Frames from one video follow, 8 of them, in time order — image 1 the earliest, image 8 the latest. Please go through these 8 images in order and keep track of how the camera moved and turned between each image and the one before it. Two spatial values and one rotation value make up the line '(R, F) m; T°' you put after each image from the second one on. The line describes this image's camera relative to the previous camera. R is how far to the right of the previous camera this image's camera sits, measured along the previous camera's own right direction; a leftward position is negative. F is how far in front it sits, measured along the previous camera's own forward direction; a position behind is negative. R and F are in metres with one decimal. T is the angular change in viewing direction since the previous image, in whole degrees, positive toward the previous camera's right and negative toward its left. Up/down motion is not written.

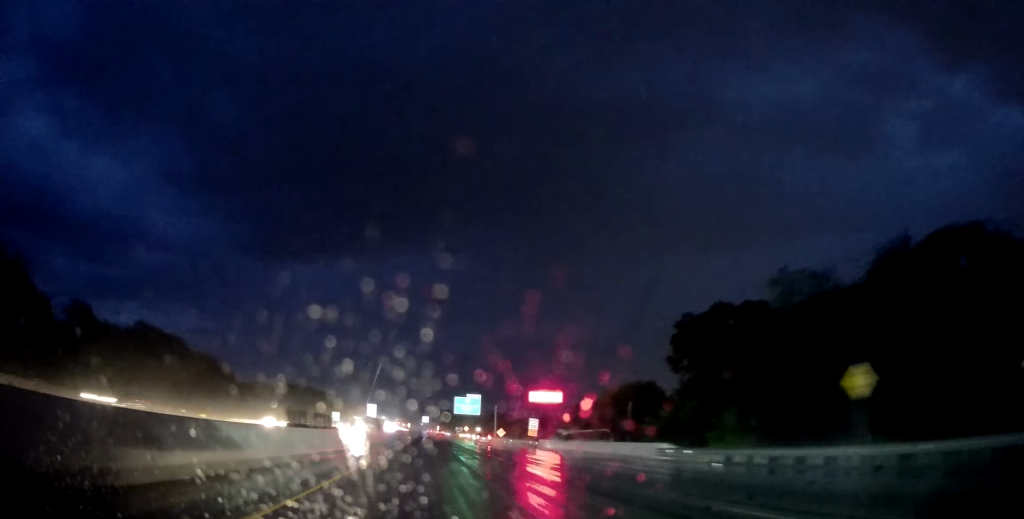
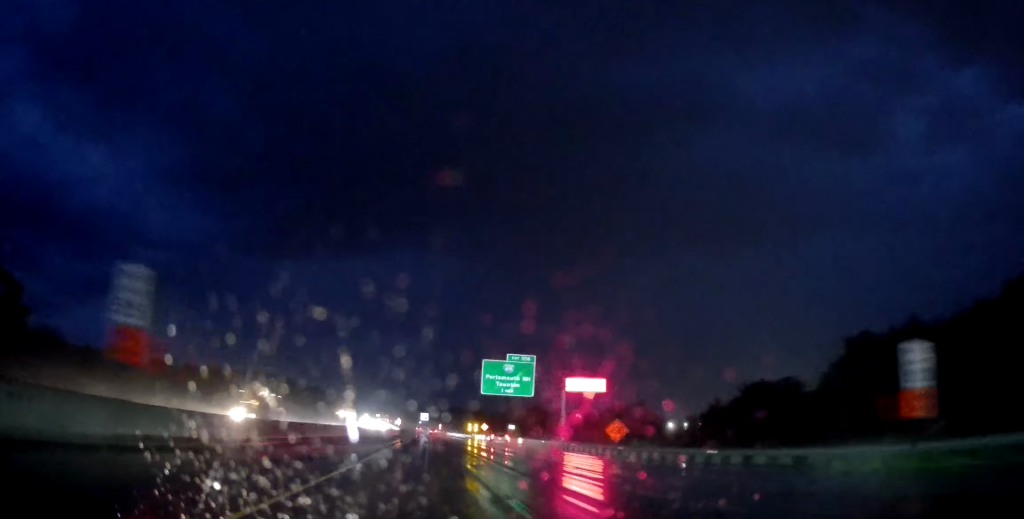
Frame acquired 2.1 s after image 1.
(0.0, +66.6) m; 0°
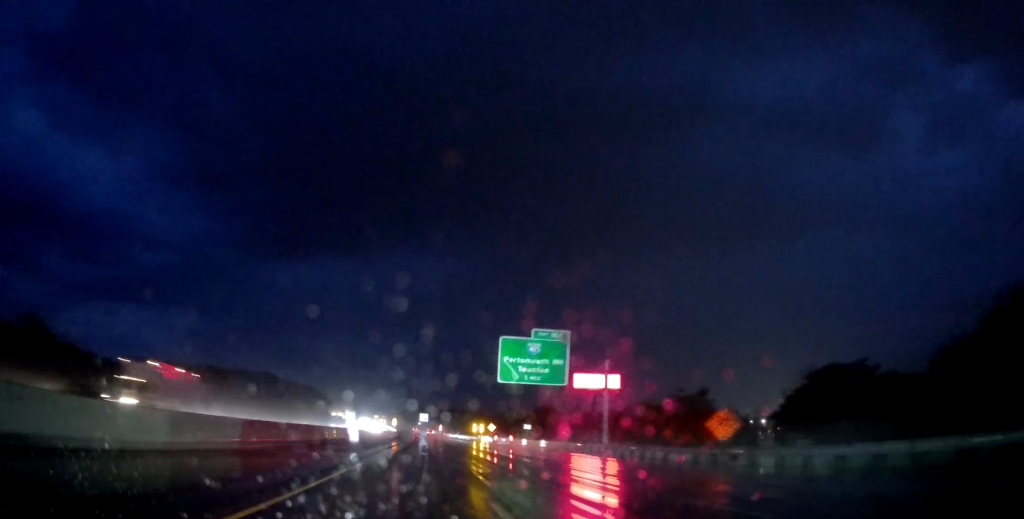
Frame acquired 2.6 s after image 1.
(0.0, +15.9) m; 0°
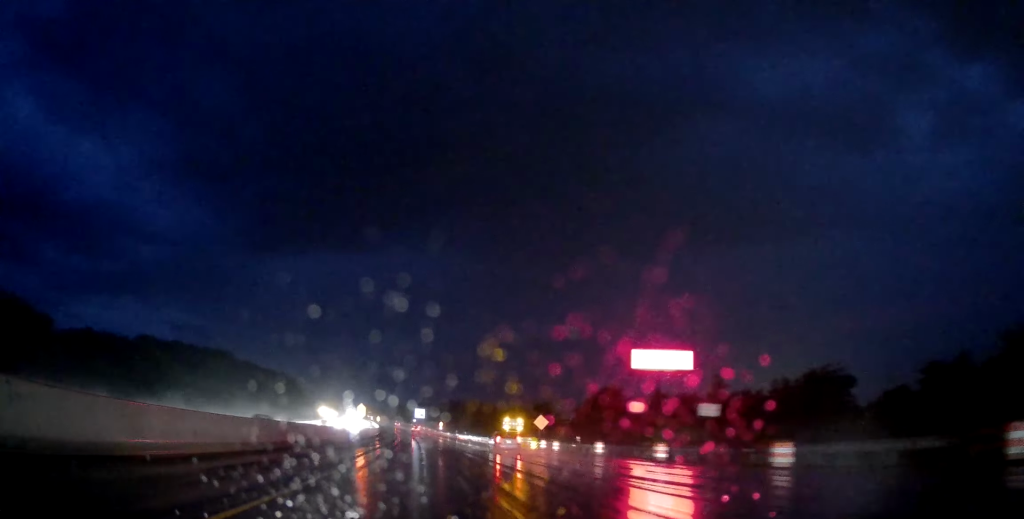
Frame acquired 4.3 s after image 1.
(-0.2, +54.7) m; 0°
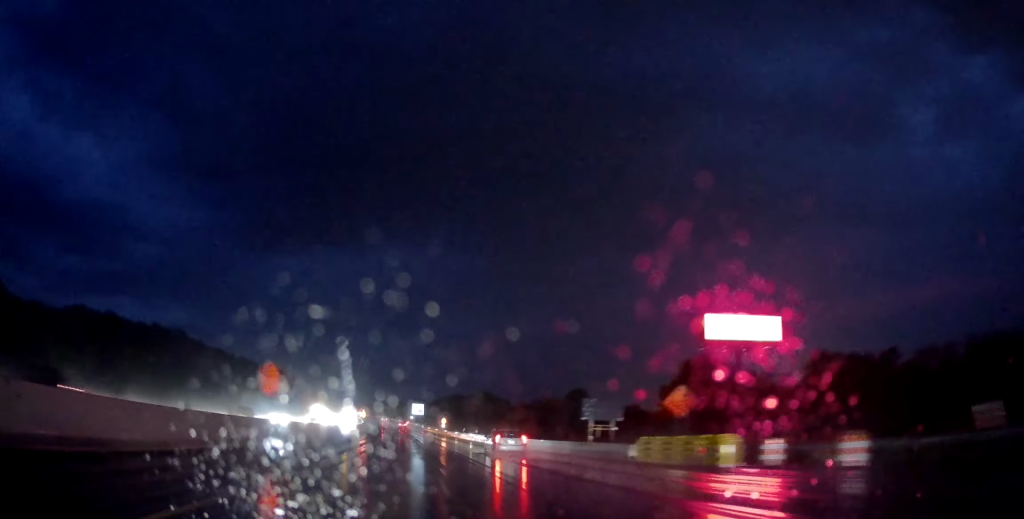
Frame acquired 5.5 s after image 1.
(+0.1, +36.6) m; 0°
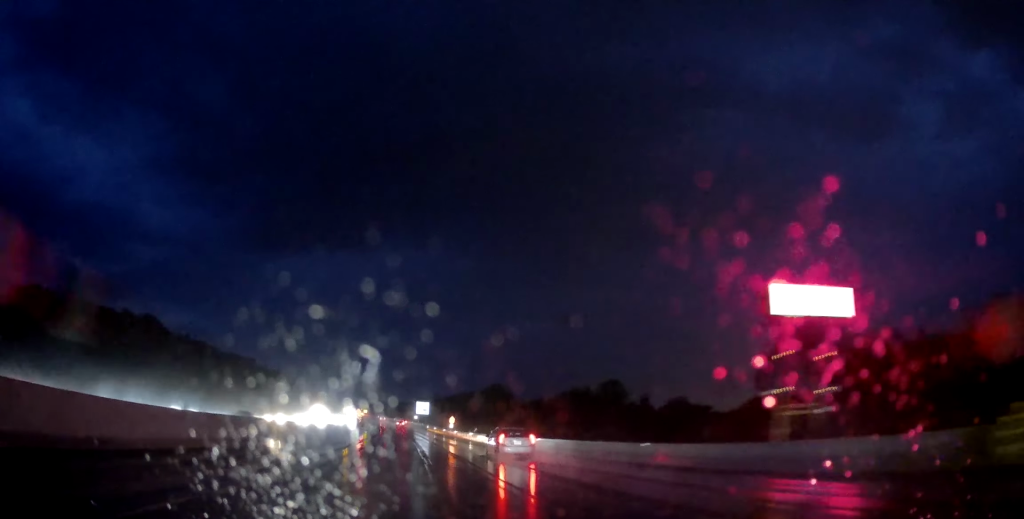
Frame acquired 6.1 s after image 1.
(+0.1, +18.8) m; 0°
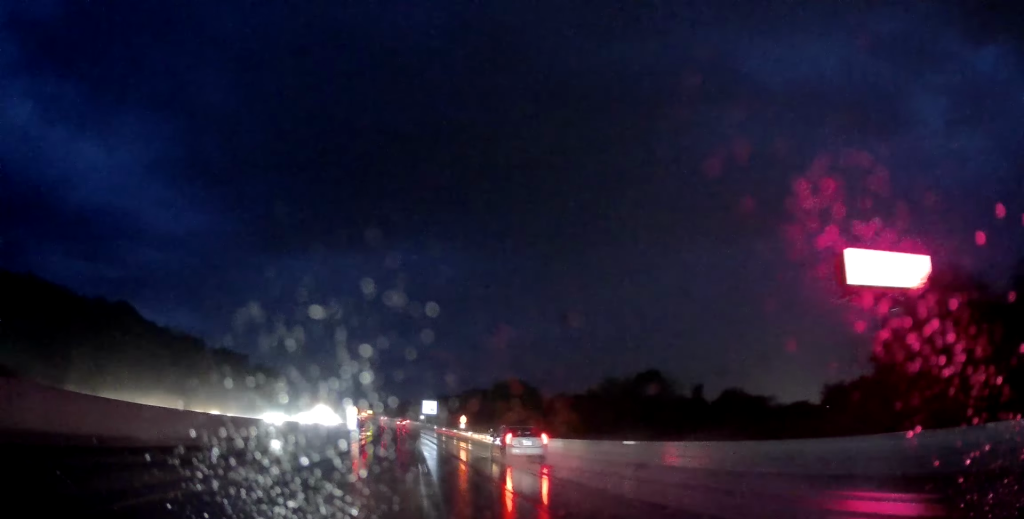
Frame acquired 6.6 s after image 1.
(-0.1, +15.8) m; 0°
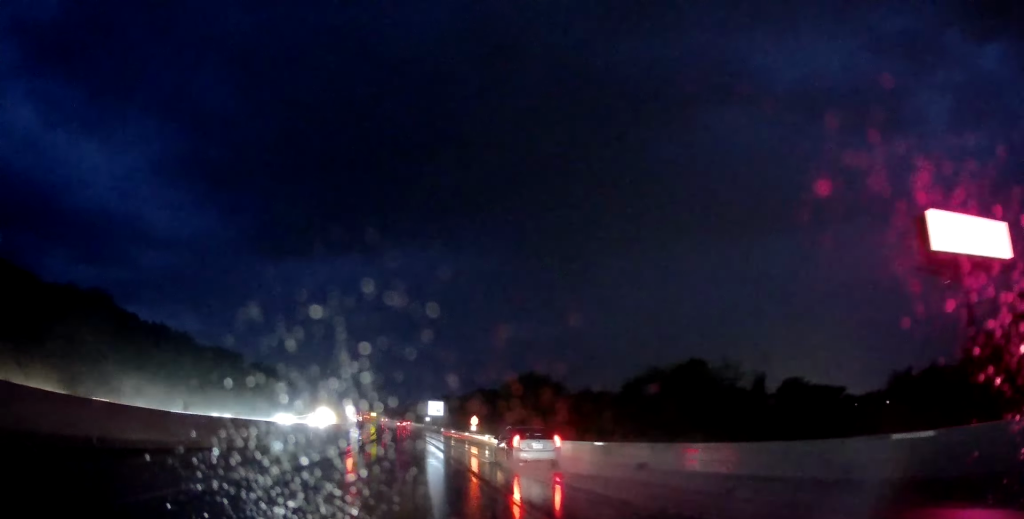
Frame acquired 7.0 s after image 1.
(-0.2, +13.6) m; 0°
